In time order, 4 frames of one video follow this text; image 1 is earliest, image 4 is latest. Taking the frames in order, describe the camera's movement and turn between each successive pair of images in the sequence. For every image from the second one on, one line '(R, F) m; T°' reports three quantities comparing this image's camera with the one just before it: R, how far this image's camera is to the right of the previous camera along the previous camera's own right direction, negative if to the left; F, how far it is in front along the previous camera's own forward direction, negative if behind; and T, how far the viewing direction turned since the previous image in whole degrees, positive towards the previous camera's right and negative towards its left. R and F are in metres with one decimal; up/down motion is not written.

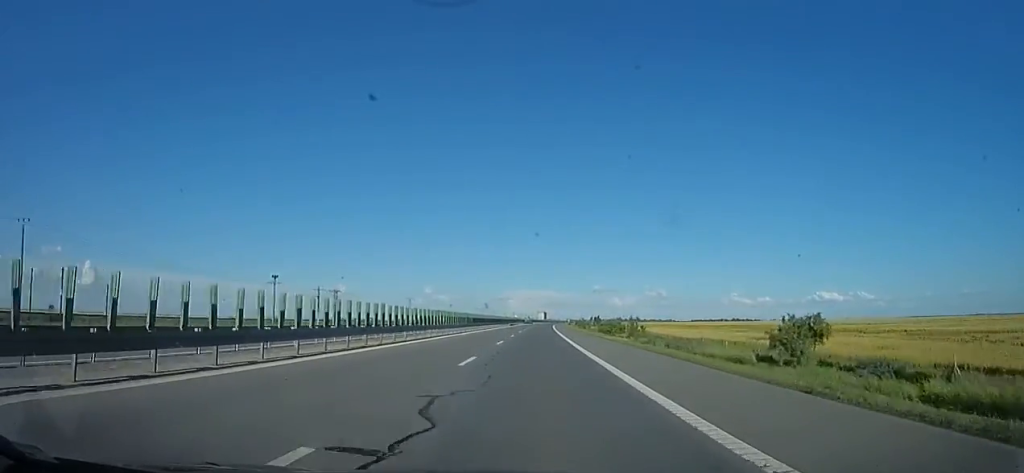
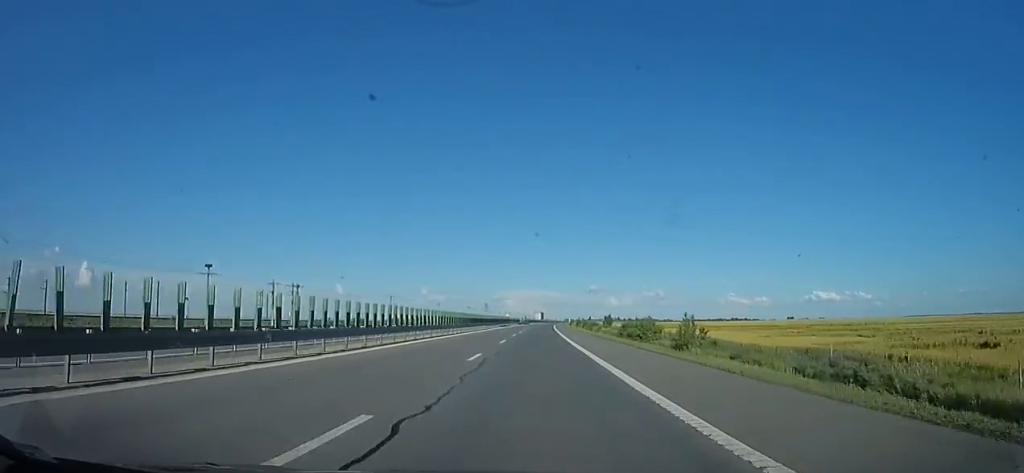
(+0.1, +24.1) m; +1°
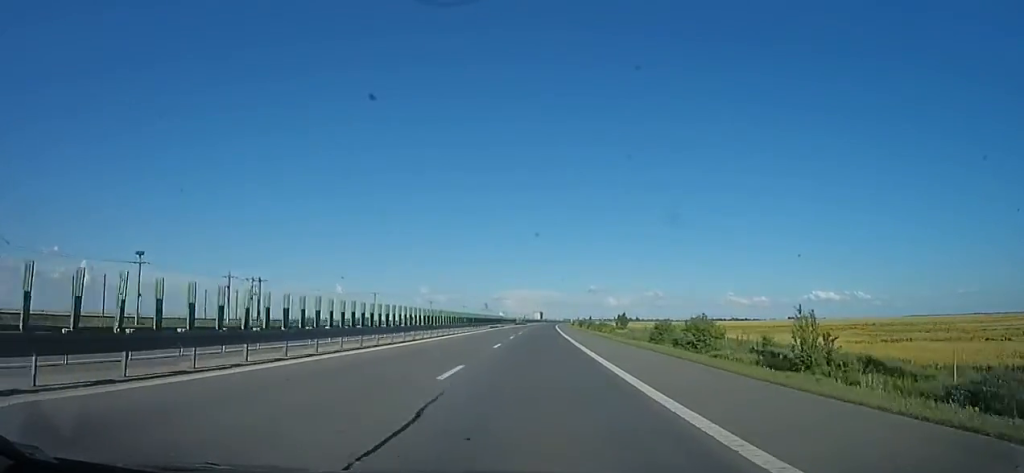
(0.0, +18.5) m; +1°
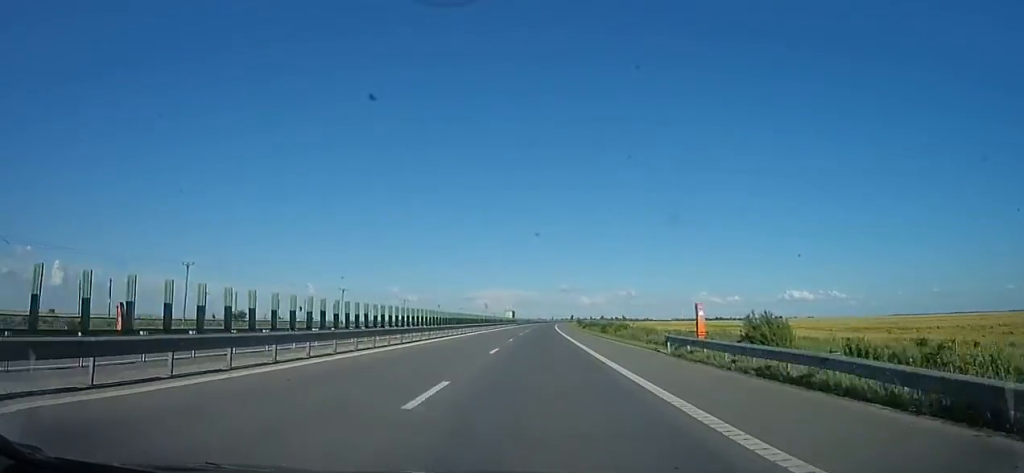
(+3.2, +156.4) m; +3°
